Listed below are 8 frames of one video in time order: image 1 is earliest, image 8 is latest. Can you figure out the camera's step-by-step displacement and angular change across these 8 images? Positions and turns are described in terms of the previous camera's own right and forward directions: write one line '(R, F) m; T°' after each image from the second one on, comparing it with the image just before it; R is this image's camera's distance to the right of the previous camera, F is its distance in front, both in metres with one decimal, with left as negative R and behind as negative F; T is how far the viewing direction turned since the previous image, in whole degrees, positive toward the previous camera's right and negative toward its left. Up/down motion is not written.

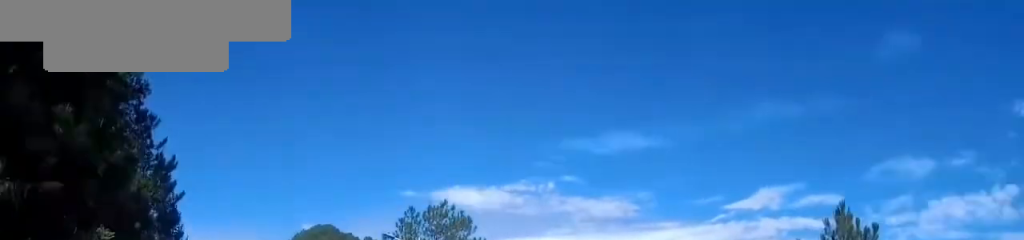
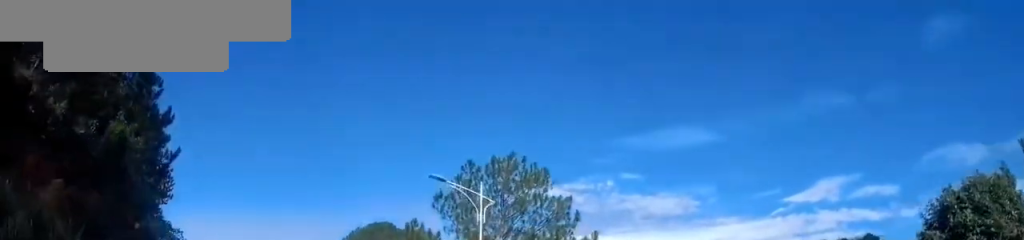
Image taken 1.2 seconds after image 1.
(-0.2, +7.5) m; -4°
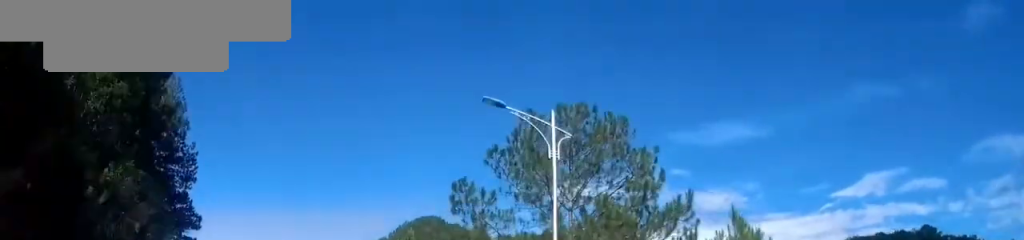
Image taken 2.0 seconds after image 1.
(-0.1, +5.2) m; -4°
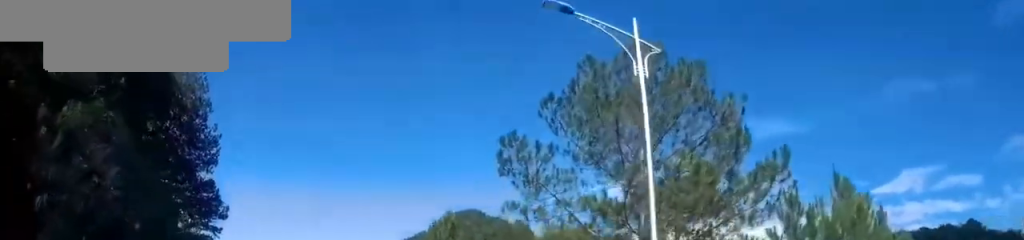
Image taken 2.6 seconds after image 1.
(-0.1, +3.9) m; -6°
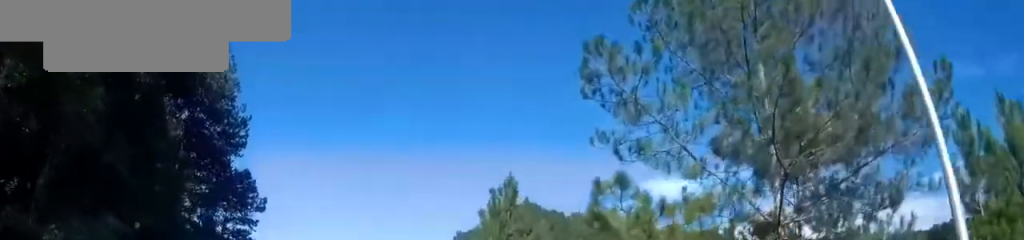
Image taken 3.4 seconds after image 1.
(-0.4, +5.2) m; -6°
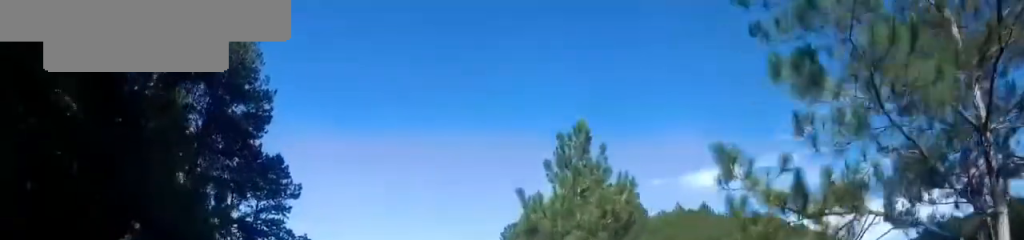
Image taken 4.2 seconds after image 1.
(-0.3, +5.4) m; -6°
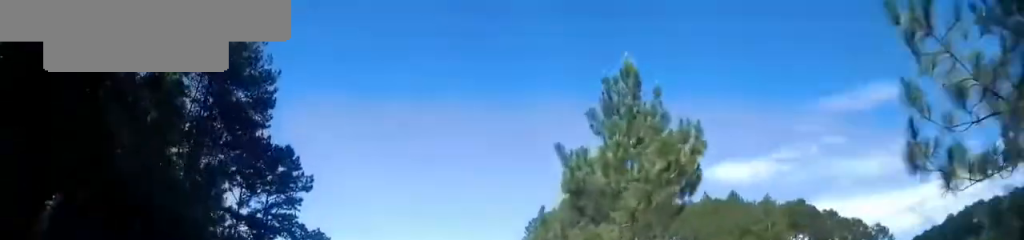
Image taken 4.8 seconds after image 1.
(+0.1, +3.9) m; -5°
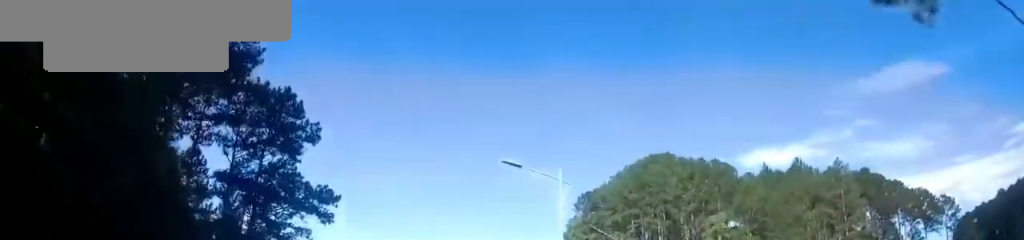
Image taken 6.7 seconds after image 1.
(-0.6, +12.7) m; -4°
